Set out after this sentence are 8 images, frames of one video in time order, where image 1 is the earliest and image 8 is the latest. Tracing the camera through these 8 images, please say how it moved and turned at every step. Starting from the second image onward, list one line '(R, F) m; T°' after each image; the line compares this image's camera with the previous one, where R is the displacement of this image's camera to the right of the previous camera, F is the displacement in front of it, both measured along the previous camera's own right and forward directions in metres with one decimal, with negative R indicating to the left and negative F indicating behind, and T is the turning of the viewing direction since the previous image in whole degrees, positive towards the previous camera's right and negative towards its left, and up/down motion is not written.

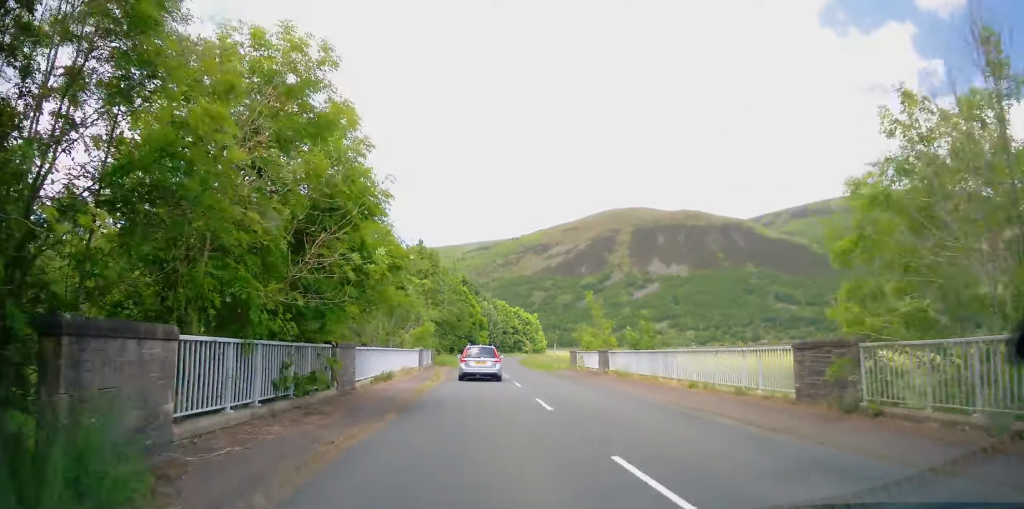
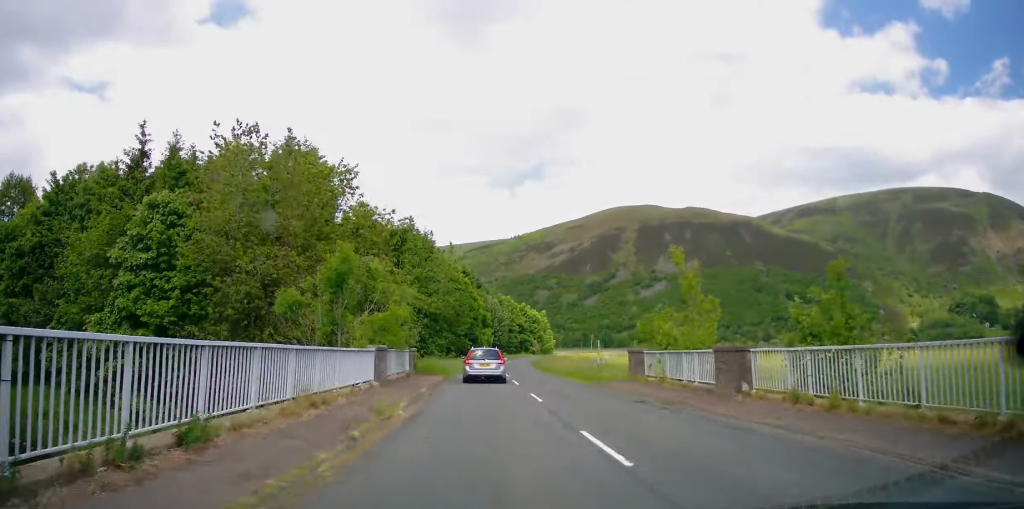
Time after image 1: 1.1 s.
(-0.3, +16.1) m; -1°
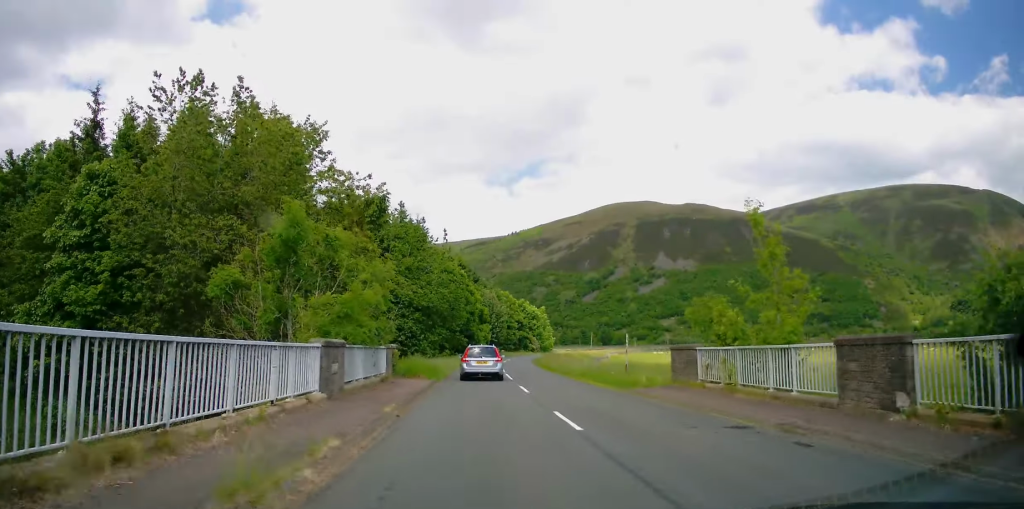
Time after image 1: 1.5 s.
(+0.1, +6.3) m; 0°
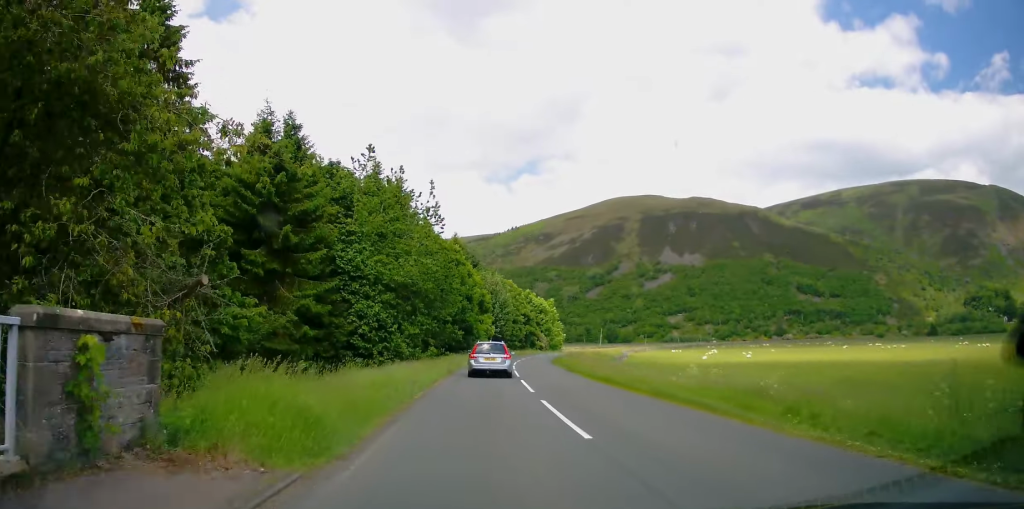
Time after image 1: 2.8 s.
(-0.1, +18.6) m; 0°
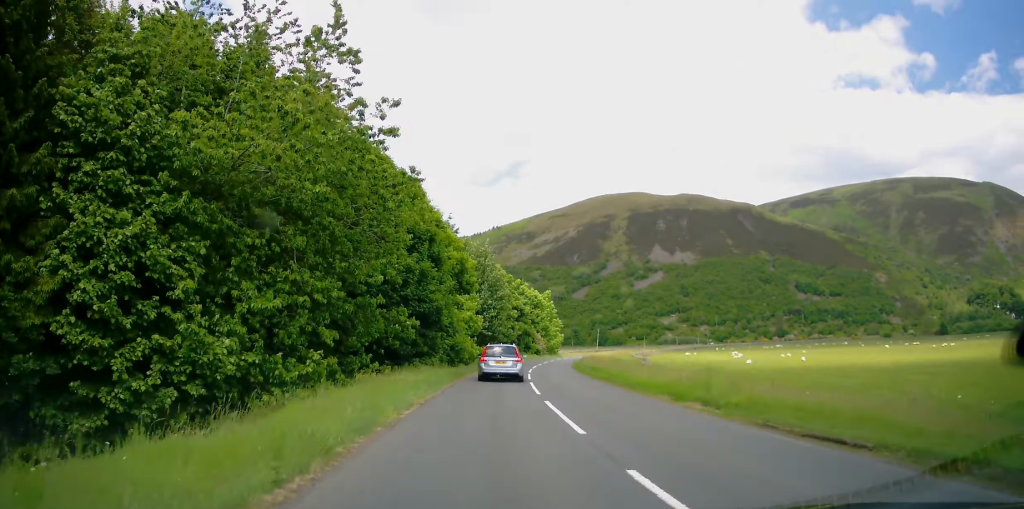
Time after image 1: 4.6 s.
(+1.0, +26.9) m; +3°
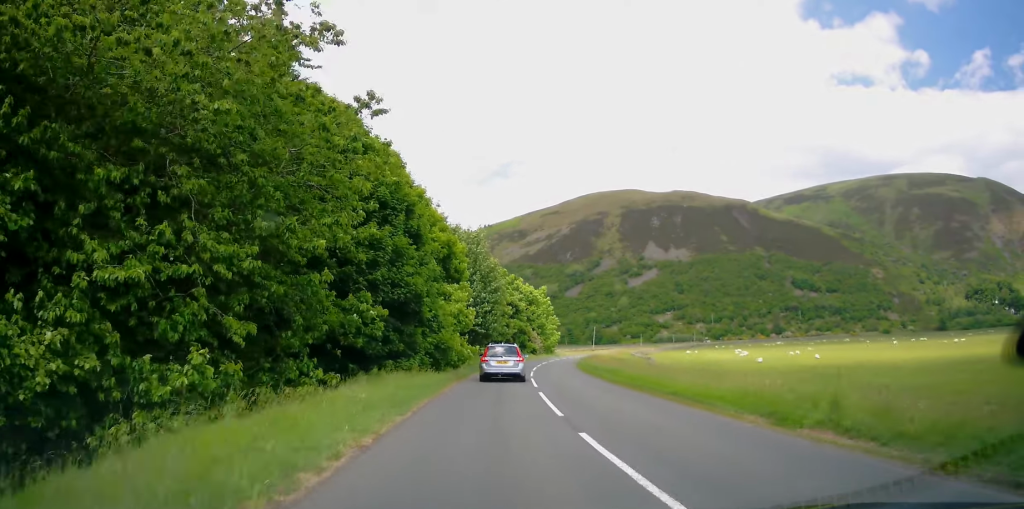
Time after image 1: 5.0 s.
(0.0, +6.2) m; 0°
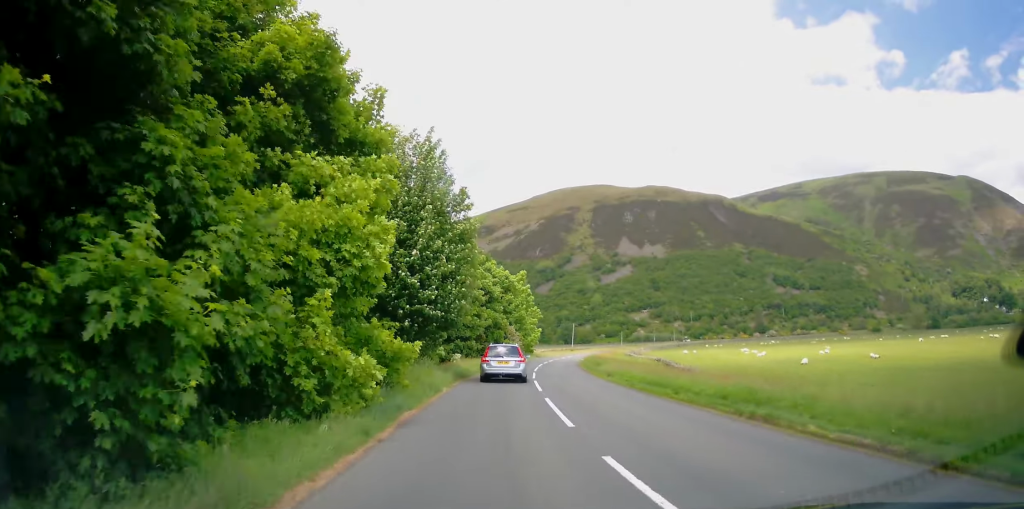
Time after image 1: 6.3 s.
(+0.2, +20.8) m; +1°
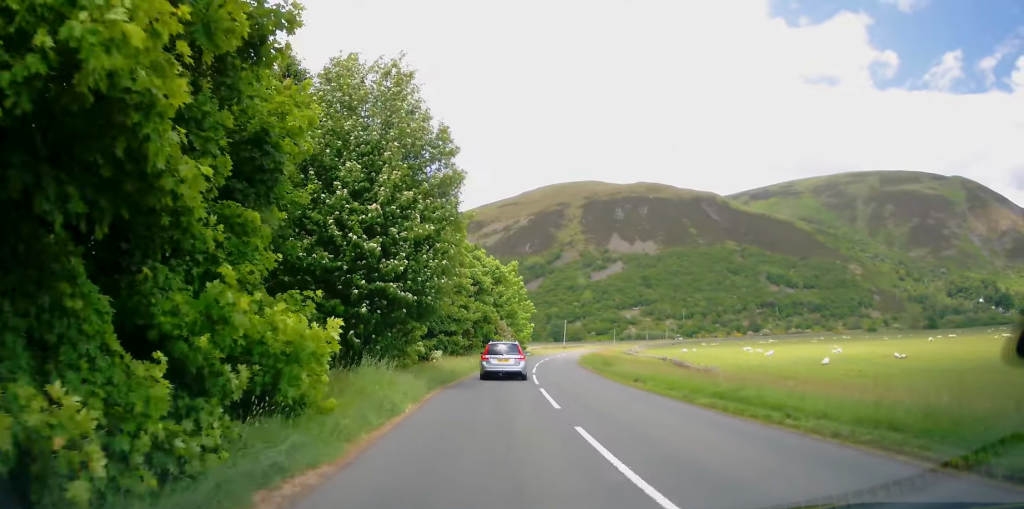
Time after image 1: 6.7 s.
(0.0, +6.8) m; 0°
